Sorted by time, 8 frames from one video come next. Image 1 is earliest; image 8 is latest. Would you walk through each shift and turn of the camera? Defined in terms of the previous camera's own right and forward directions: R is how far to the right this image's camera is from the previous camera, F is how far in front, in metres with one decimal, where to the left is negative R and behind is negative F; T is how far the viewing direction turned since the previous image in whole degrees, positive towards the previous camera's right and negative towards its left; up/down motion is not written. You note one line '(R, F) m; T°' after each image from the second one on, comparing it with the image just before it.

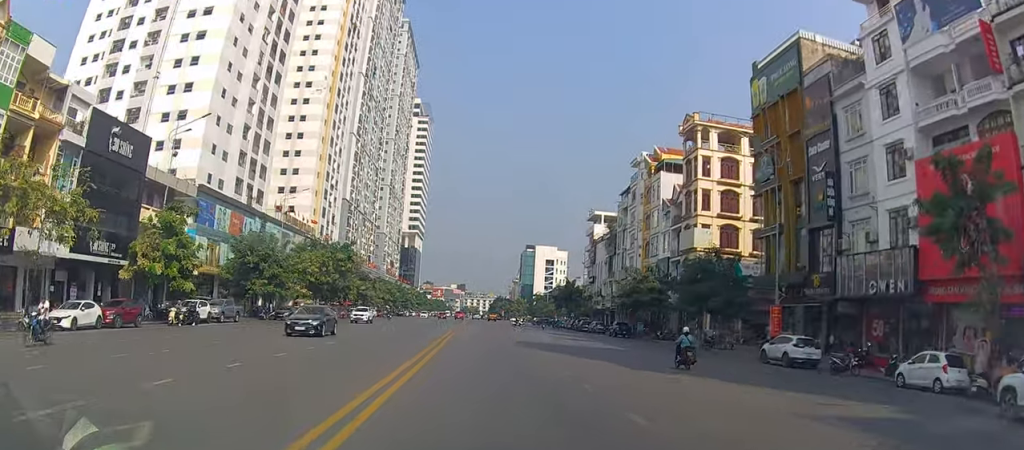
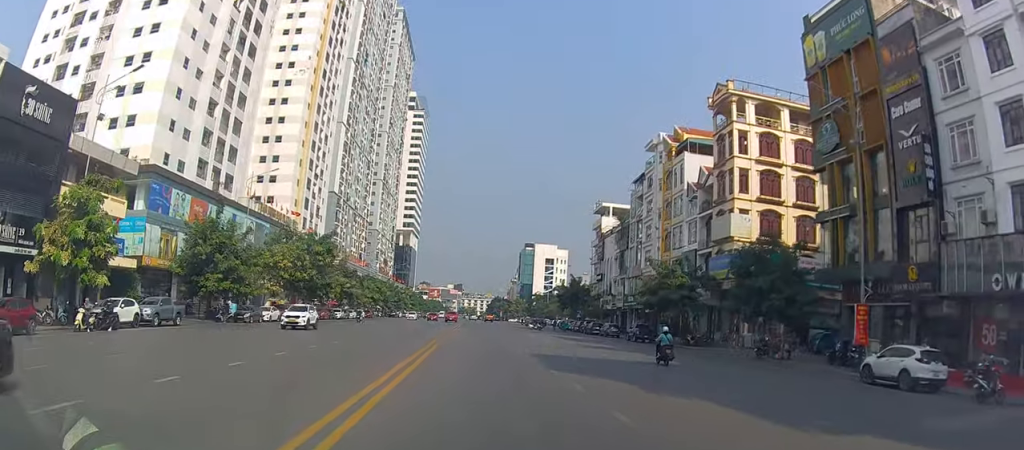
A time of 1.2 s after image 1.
(-0.5, +10.3) m; 0°
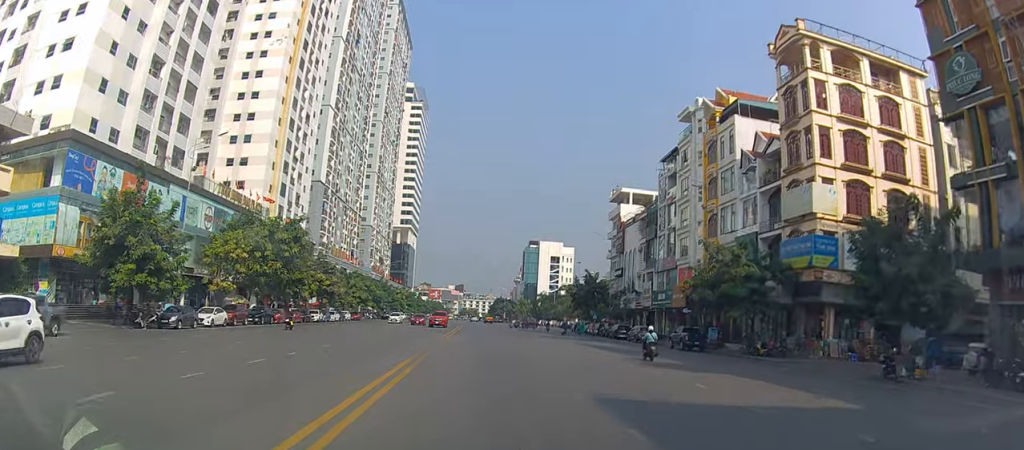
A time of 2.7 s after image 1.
(+0.7, +13.2) m; +3°
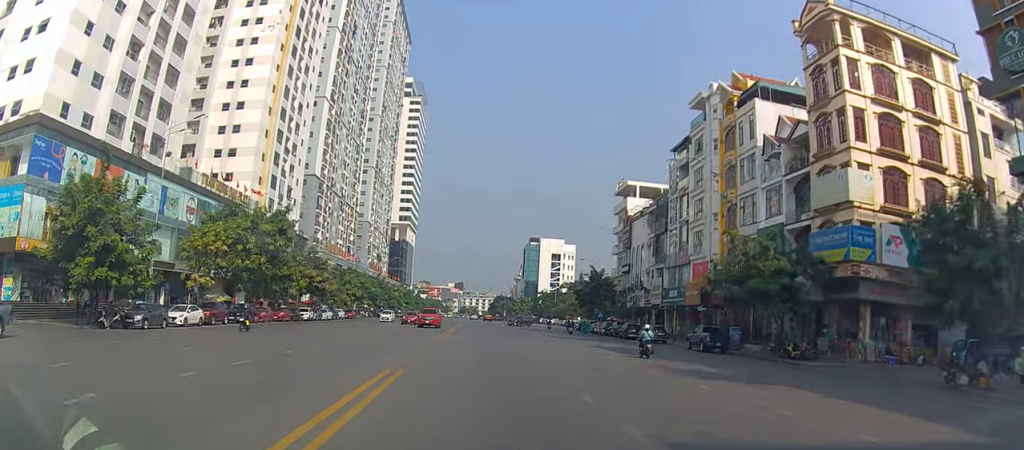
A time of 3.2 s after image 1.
(0.0, +4.7) m; 0°
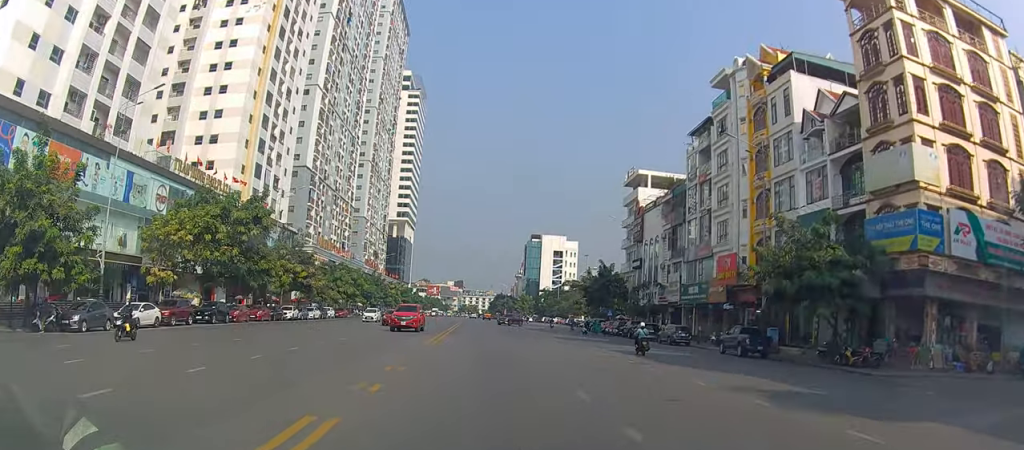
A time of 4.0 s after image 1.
(0.0, +7.3) m; 0°
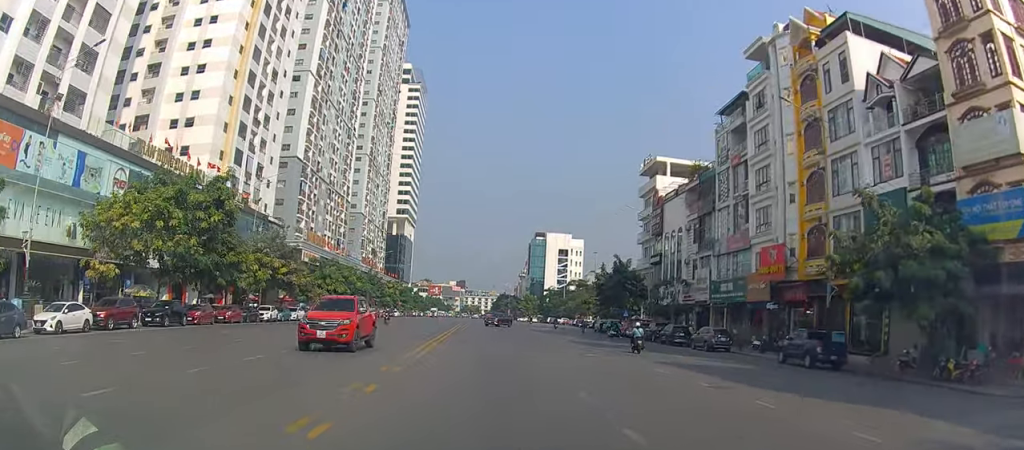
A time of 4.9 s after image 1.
(0.0, +9.1) m; 0°
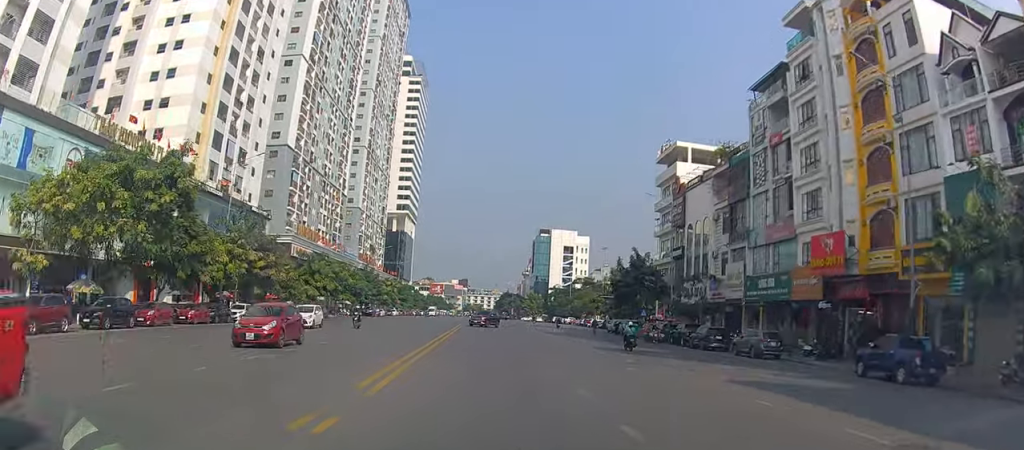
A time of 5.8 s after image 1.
(0.0, +8.8) m; 0°
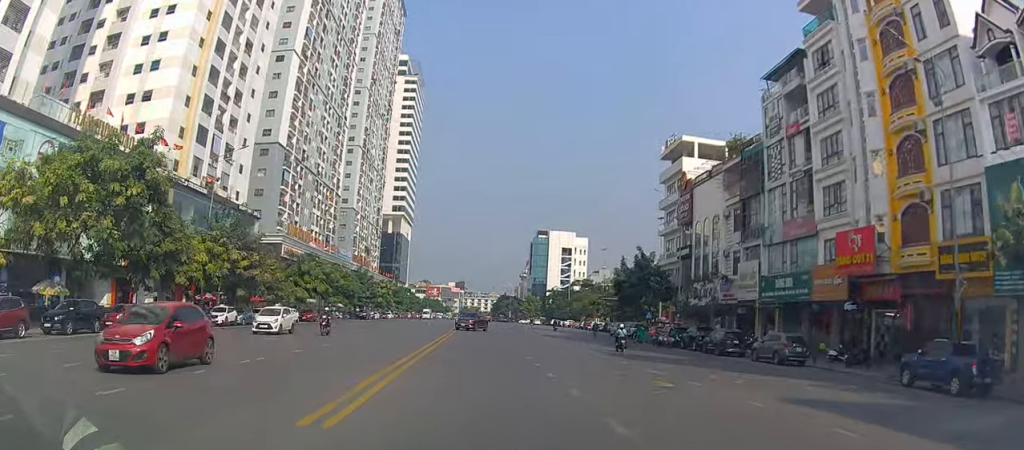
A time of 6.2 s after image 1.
(0.0, +4.1) m; 0°
